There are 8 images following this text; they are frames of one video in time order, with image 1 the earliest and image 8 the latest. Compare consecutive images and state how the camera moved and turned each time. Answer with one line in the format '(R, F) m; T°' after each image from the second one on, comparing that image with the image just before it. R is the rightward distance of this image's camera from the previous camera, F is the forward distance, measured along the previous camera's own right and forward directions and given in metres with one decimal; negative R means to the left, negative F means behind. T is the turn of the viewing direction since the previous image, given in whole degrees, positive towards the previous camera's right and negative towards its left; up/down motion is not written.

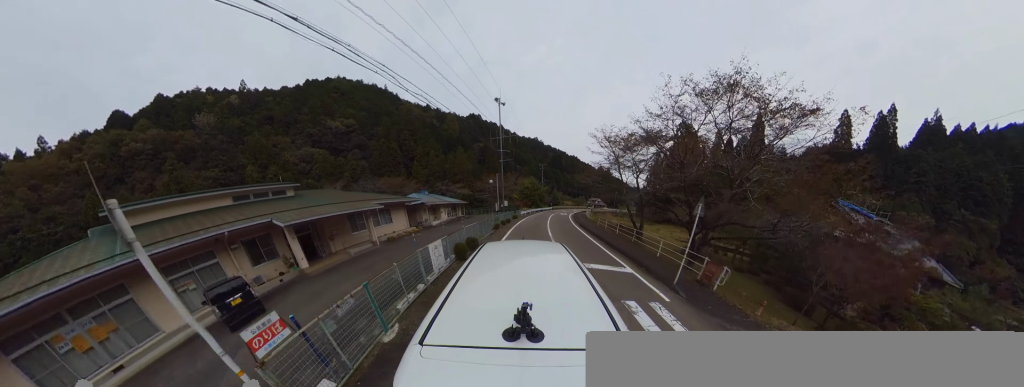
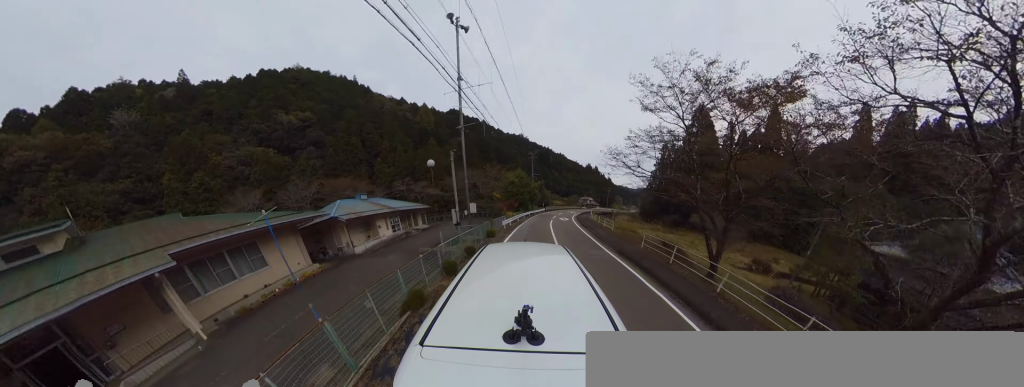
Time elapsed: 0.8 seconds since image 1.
(+1.0, +10.6) m; +5°
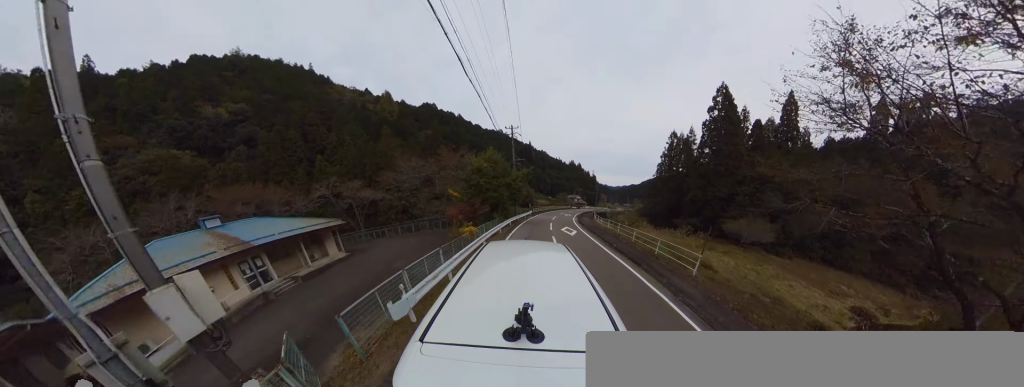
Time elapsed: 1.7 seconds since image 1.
(+0.3, +11.5) m; +6°
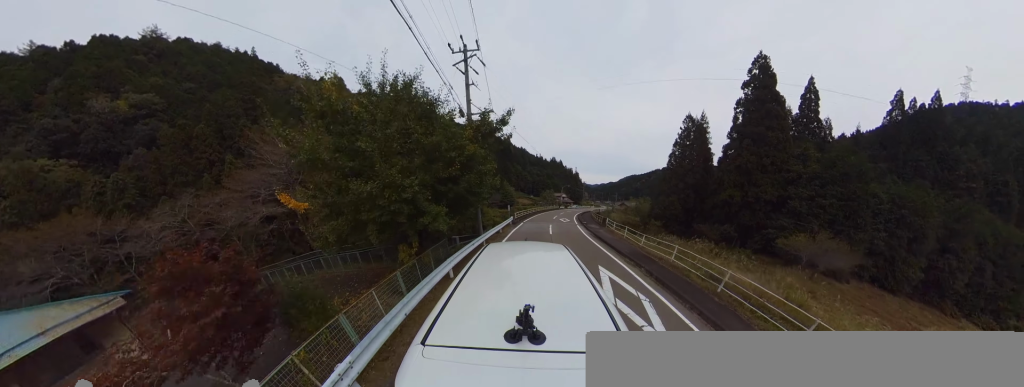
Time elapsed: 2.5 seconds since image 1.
(+0.6, +11.2) m; +8°
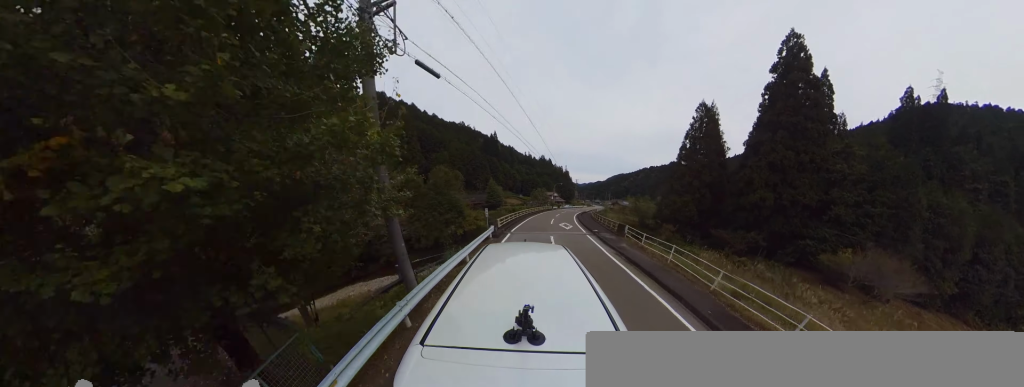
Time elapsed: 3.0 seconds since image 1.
(+0.4, +6.5) m; +6°
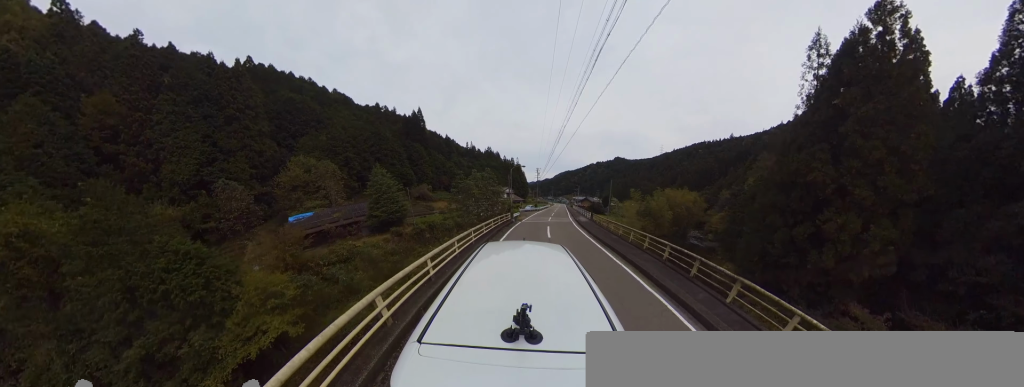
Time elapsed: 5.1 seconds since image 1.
(+3.3, +27.8) m; +11°
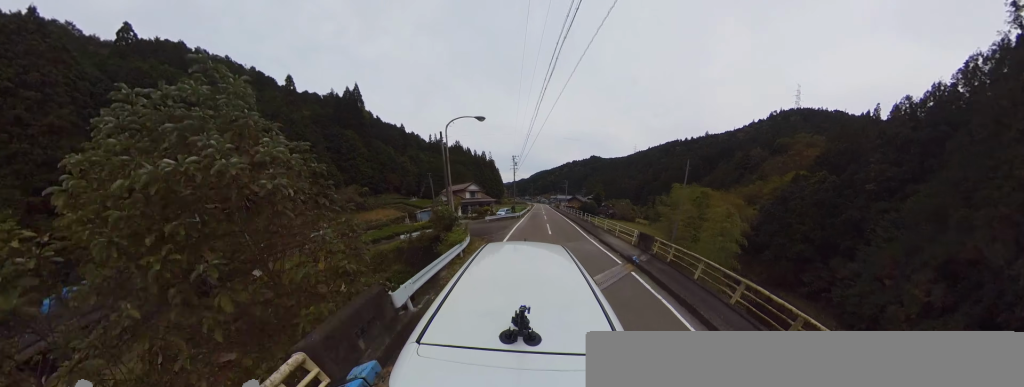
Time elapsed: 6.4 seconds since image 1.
(+0.6, +18.2) m; +5°
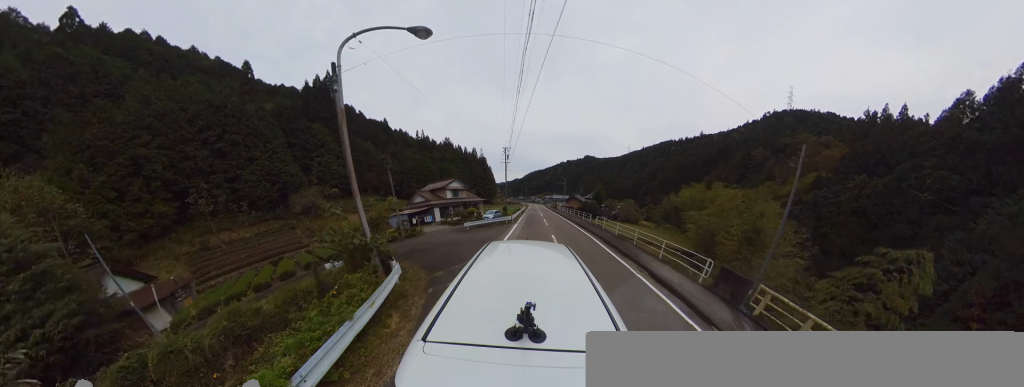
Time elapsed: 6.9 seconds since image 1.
(+0.3, +6.6) m; +2°
